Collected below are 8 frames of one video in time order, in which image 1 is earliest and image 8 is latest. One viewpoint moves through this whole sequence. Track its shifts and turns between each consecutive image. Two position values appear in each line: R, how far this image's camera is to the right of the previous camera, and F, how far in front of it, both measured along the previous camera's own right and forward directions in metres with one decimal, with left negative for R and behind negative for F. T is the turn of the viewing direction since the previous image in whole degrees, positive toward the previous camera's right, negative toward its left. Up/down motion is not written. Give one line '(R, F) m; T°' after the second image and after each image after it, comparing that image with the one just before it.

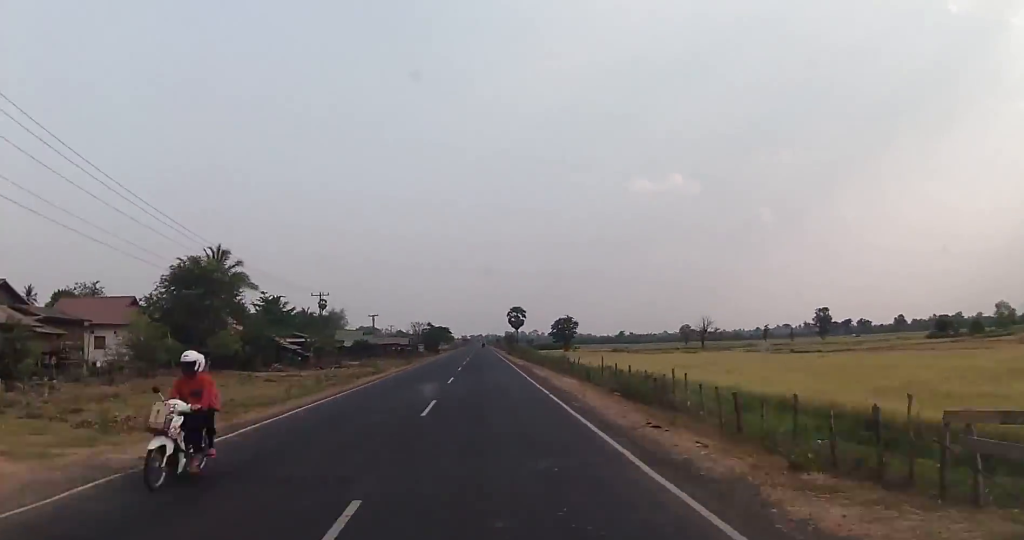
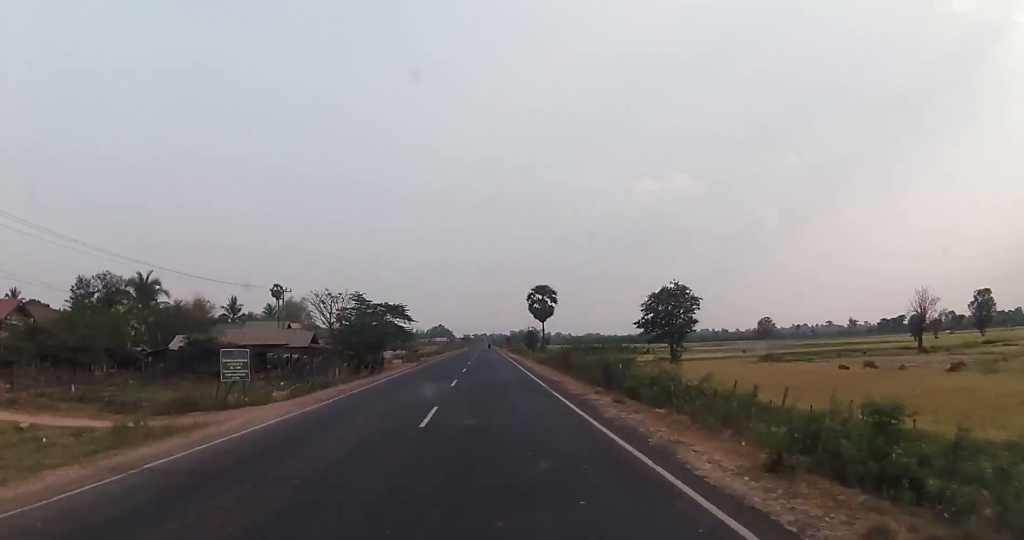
(-0.4, +85.8) m; 0°
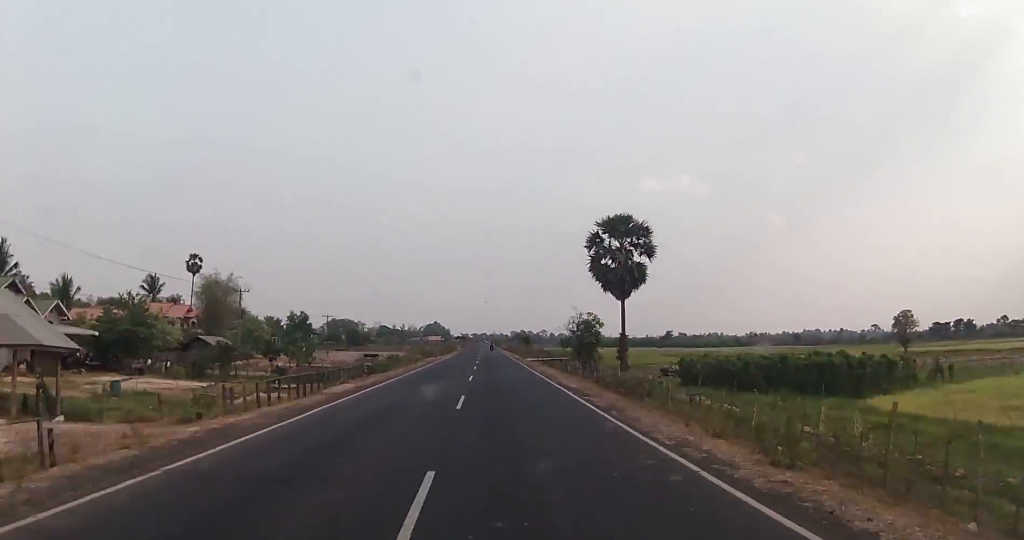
(-0.3, +78.5) m; 0°
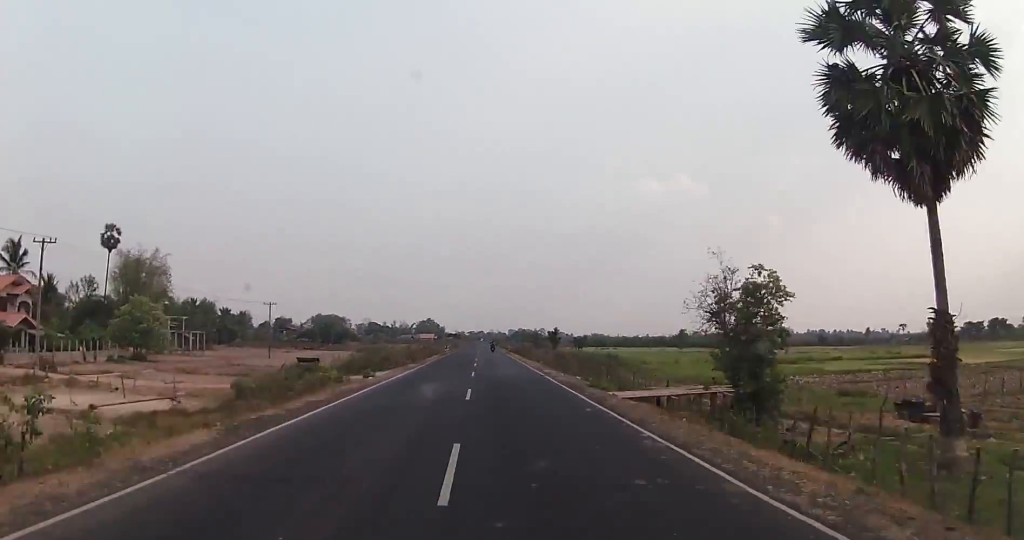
(-0.2, +44.1) m; 0°
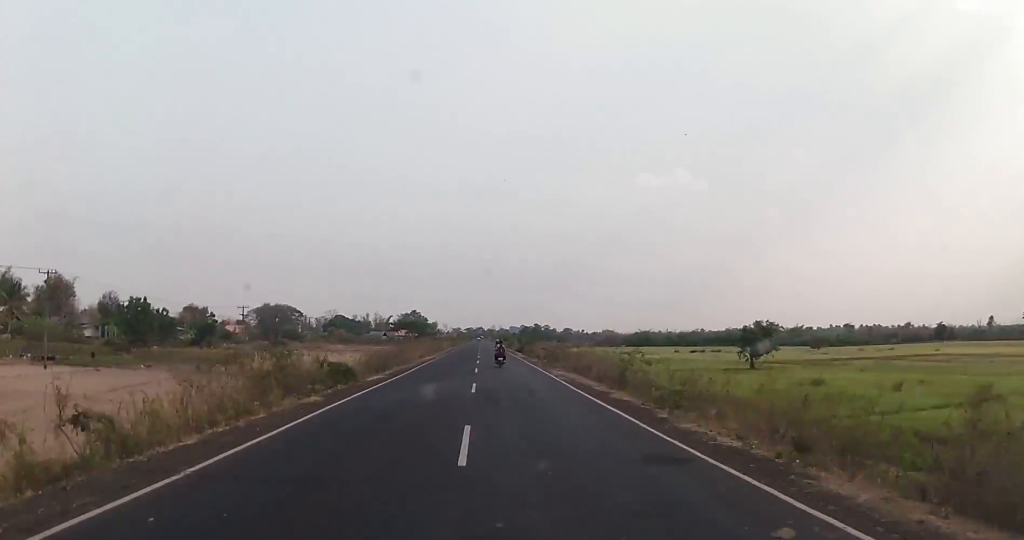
(+0.7, +133.3) m; 0°
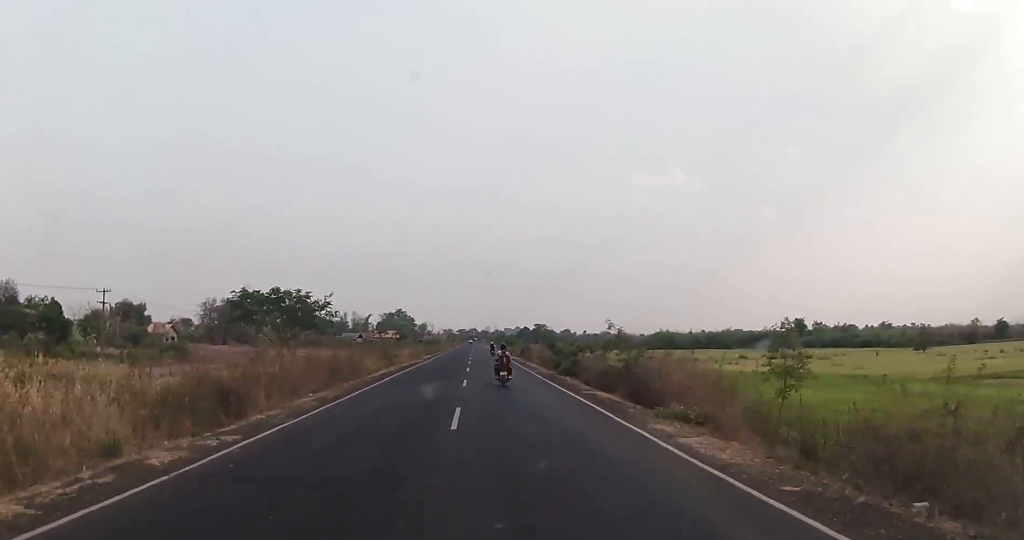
(-0.3, +56.8) m; 0°
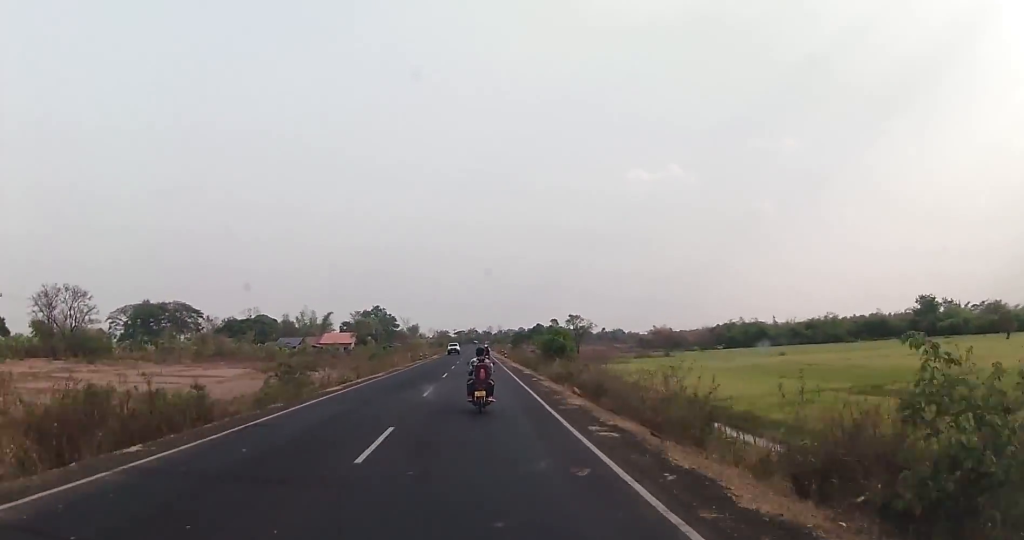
(+0.5, +108.8) m; -1°
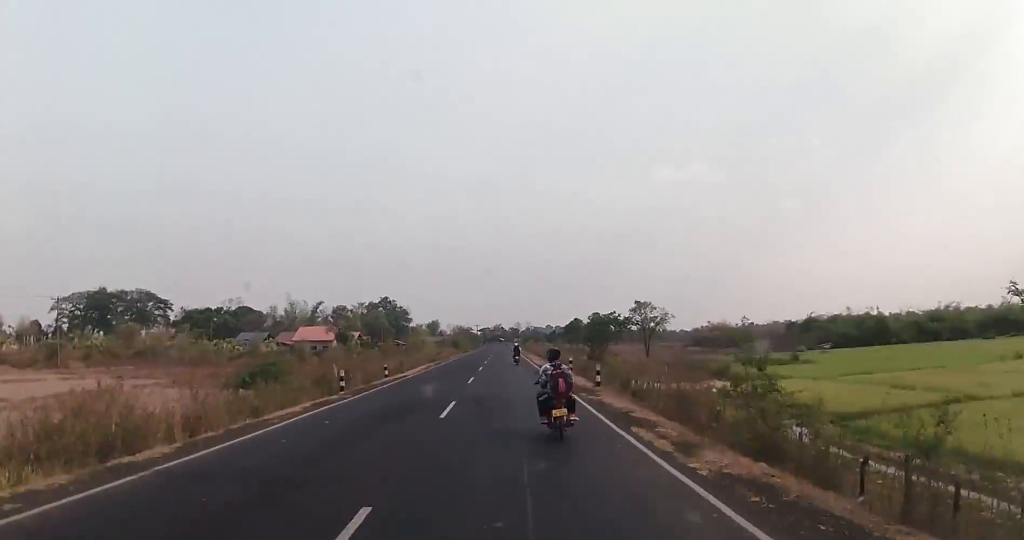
(-0.4, +58.1) m; -1°
